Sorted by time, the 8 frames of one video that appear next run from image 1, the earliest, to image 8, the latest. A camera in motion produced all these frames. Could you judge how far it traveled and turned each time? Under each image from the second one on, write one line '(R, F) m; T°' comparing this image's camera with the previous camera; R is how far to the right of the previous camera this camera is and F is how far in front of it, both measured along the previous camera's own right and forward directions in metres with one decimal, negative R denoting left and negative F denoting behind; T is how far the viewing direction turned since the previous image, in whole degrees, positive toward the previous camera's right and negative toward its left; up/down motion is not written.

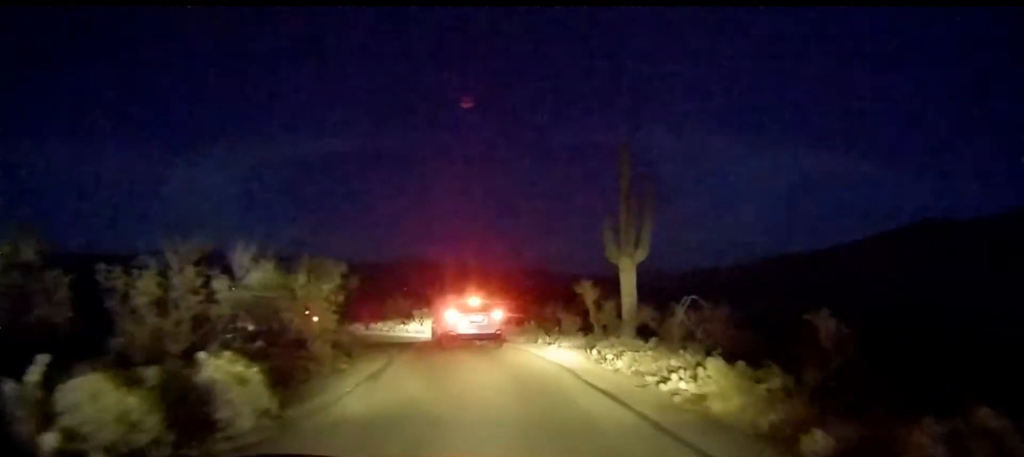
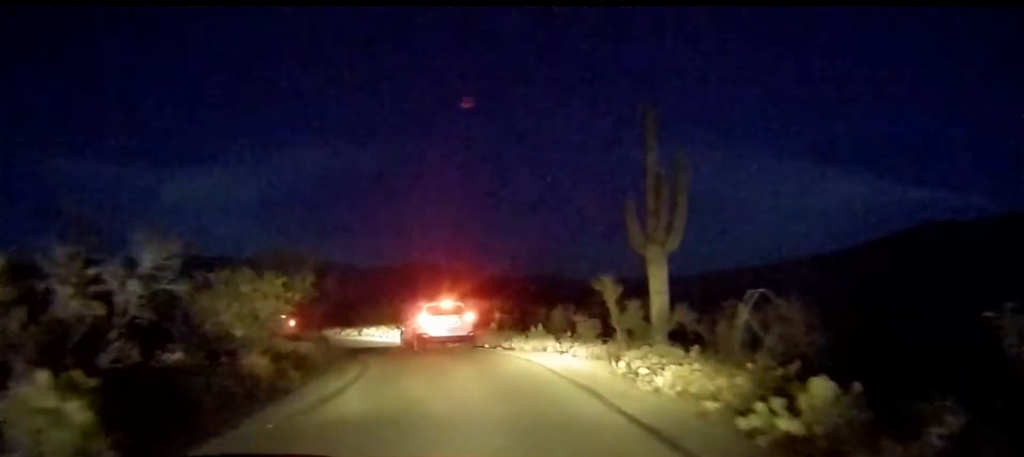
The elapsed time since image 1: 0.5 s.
(0.0, +3.1) m; -2°
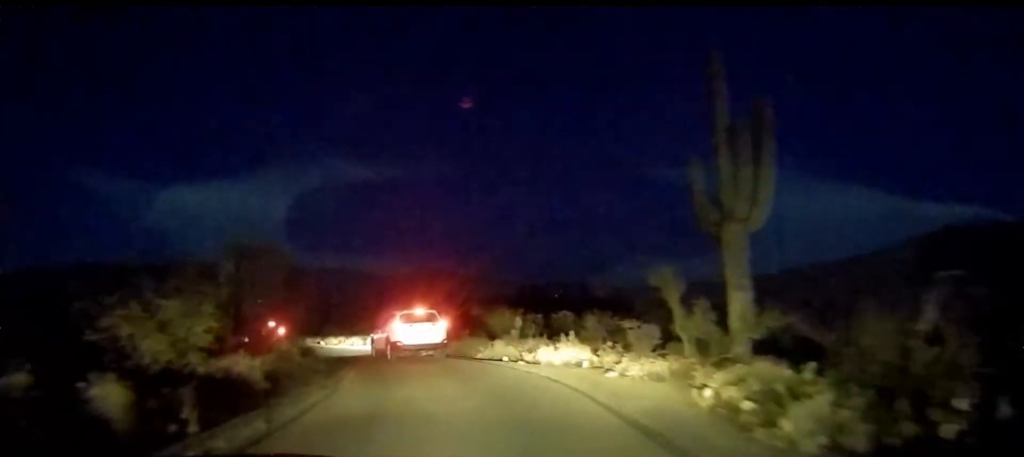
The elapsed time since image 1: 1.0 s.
(-0.3, +3.9) m; 0°
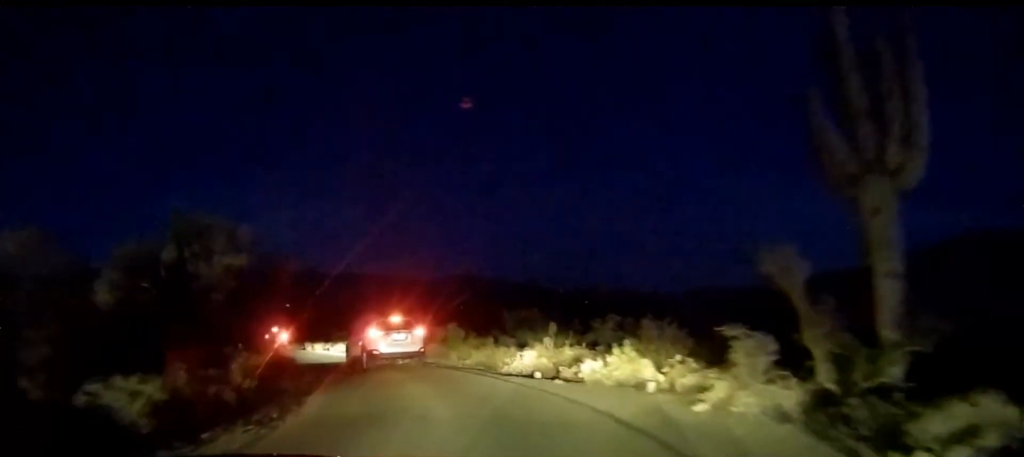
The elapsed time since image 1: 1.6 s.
(0.0, +3.8) m; +1°
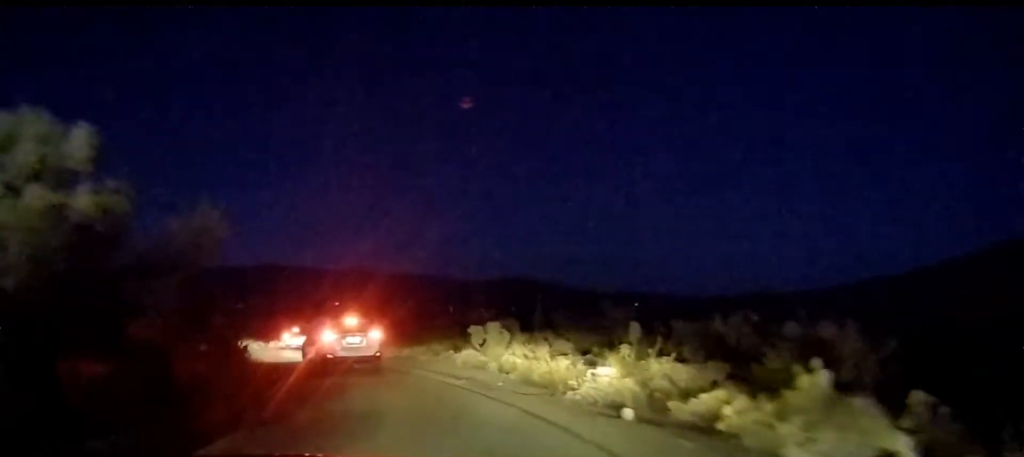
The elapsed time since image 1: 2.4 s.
(+0.3, +6.3) m; +2°
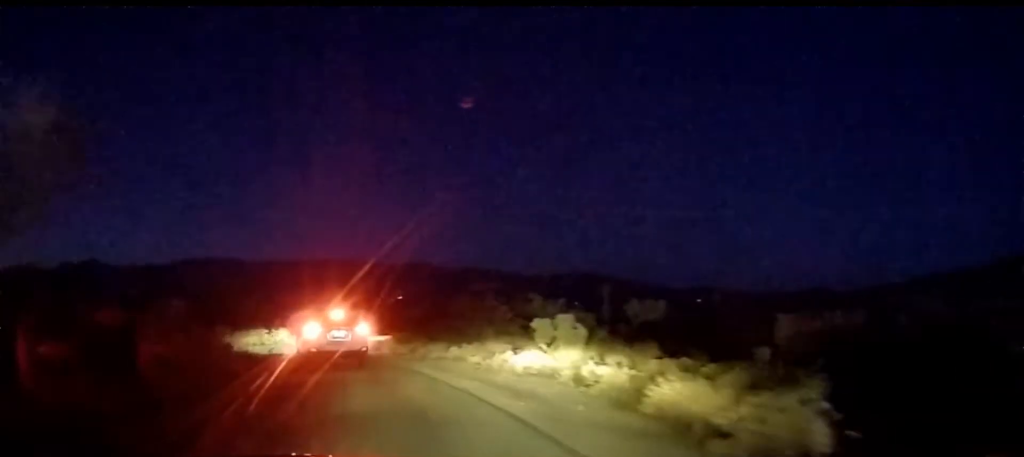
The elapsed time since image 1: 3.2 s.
(+0.1, +5.4) m; -8°
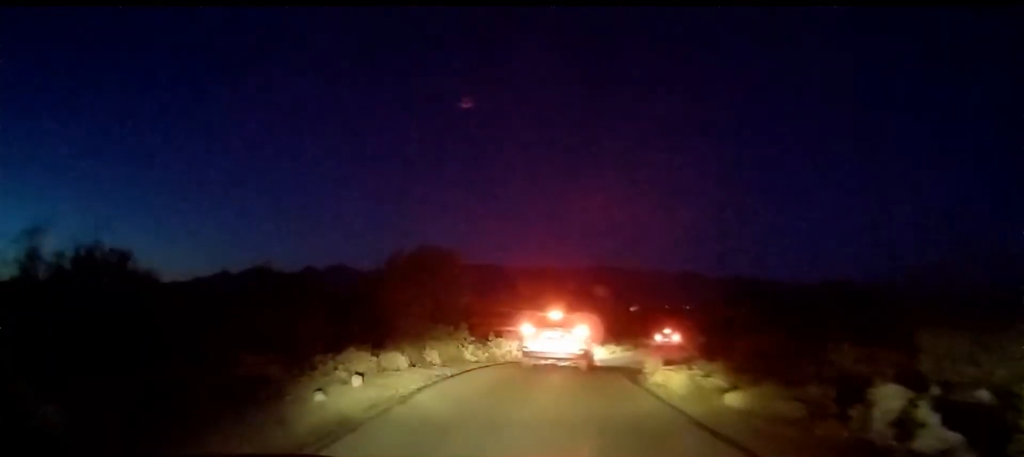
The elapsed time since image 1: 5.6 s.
(-4.3, +15.4) m; -26°
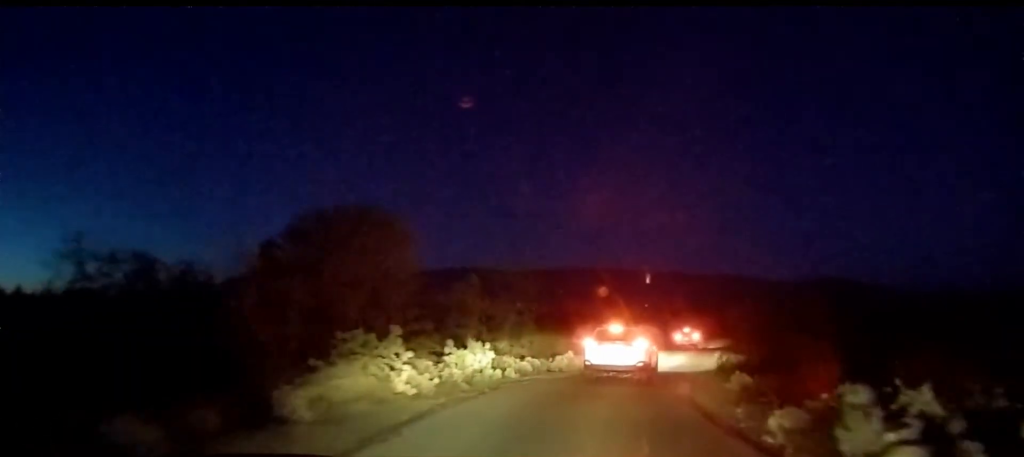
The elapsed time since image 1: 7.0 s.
(-0.7, +8.4) m; -5°
